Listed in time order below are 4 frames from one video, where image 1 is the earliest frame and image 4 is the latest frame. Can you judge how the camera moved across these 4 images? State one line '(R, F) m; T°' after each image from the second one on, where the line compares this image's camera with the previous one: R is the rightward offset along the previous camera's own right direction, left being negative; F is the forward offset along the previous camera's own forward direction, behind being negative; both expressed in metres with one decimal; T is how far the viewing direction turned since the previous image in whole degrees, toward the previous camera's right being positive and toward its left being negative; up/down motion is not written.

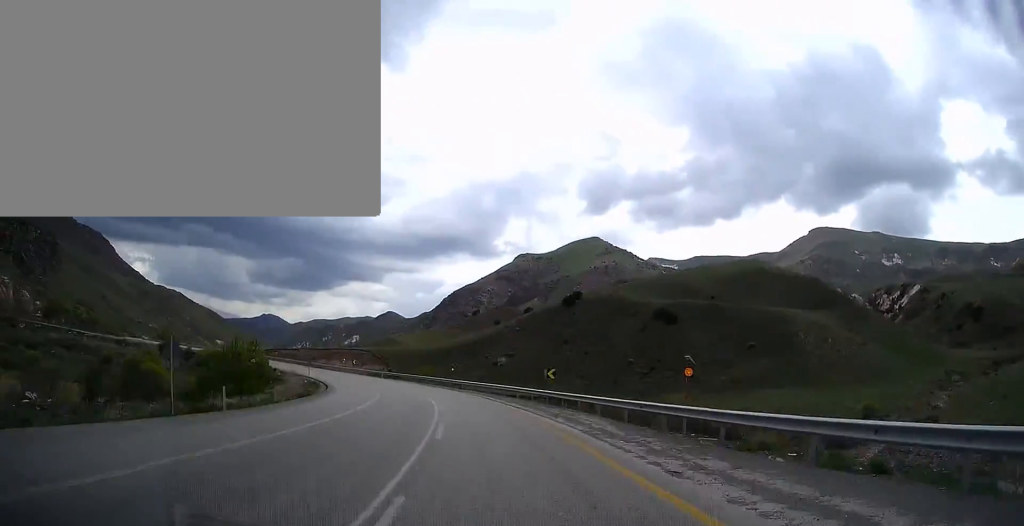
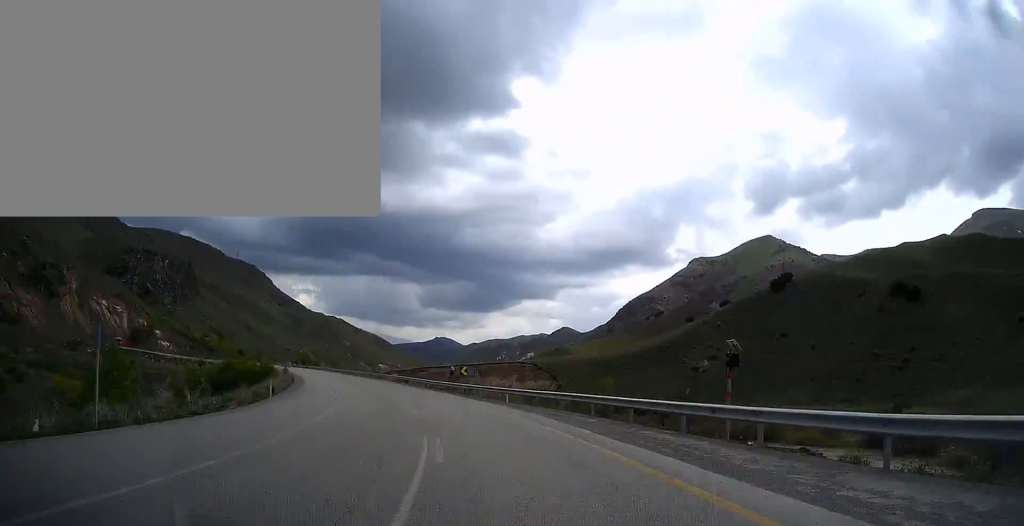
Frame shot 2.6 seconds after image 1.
(-12.5, +54.3) m; -9°
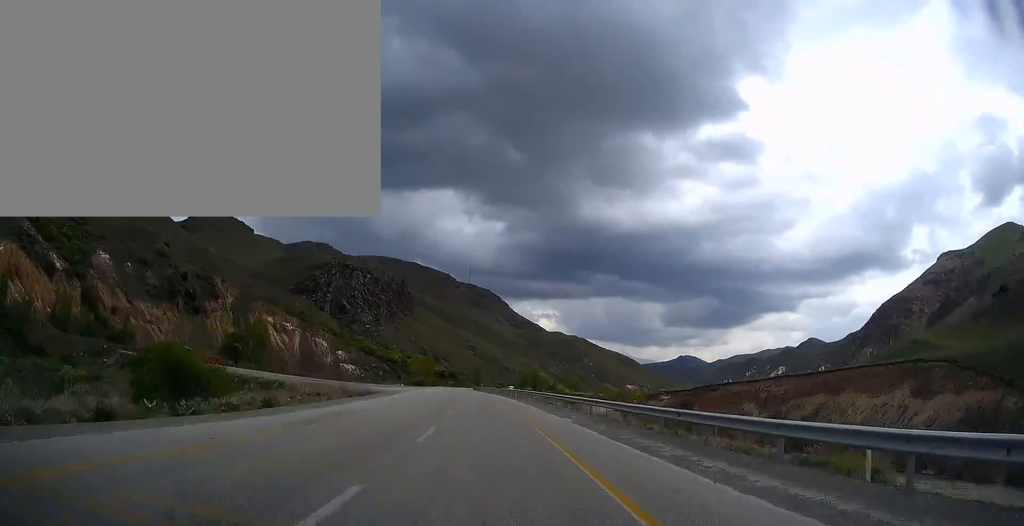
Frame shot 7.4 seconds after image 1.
(-15.7, +103.6) m; -10°
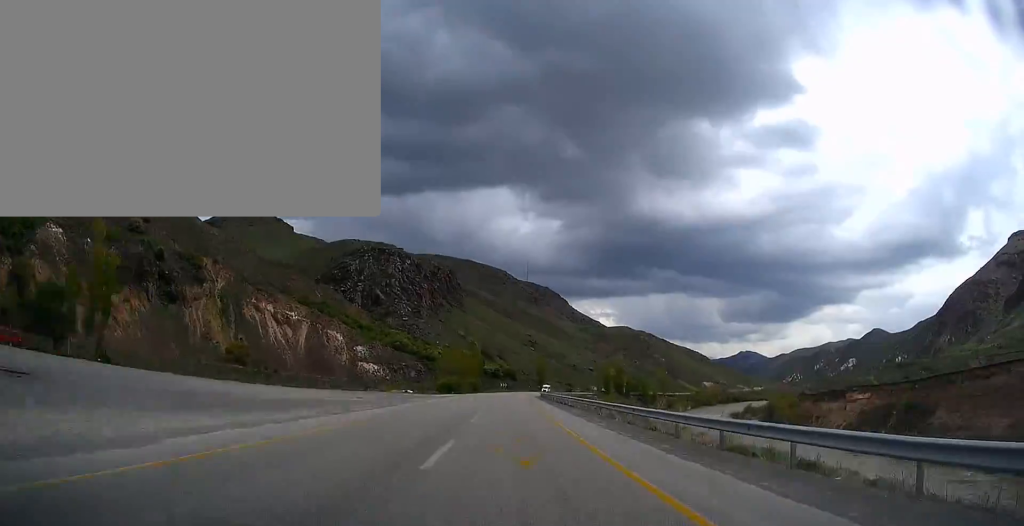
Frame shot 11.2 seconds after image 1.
(-6.1, +85.4) m; -1°
